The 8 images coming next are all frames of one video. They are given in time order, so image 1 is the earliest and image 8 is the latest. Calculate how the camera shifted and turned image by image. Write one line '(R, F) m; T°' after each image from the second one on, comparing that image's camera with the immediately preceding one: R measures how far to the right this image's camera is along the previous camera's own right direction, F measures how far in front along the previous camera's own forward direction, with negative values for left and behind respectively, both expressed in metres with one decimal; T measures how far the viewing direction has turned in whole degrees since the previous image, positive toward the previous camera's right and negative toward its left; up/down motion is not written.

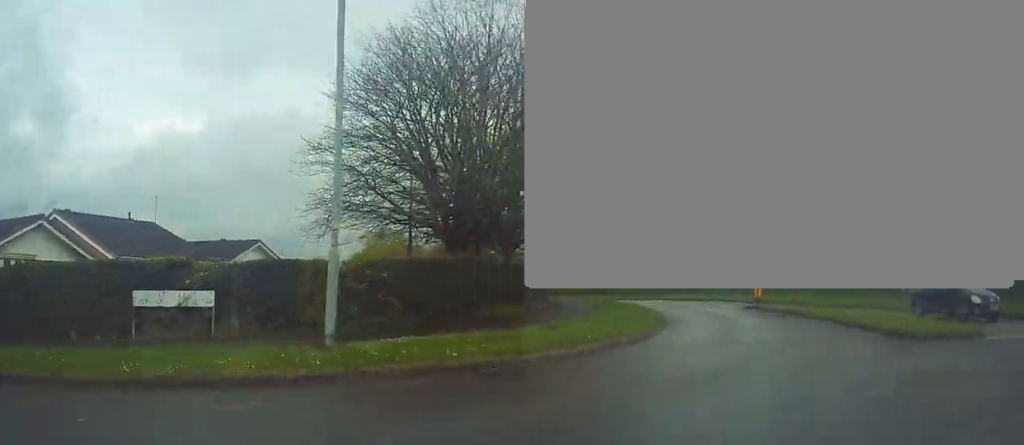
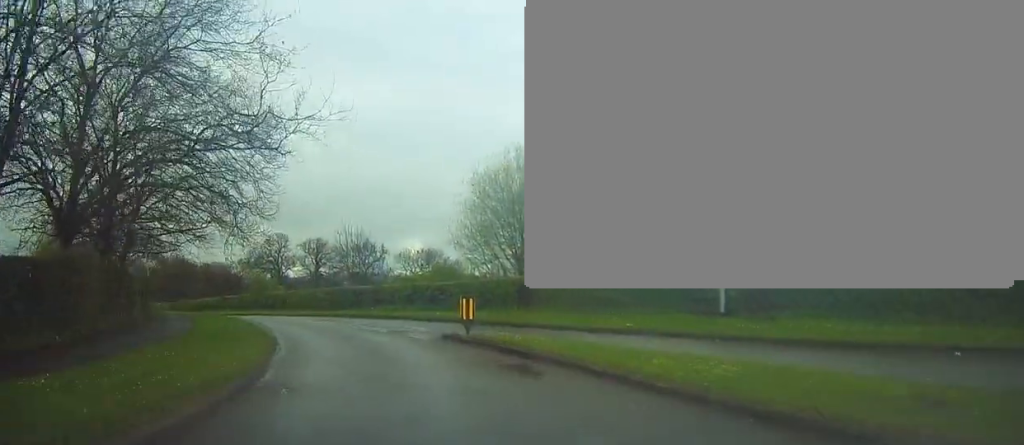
(+2.9, +10.6) m; +18°
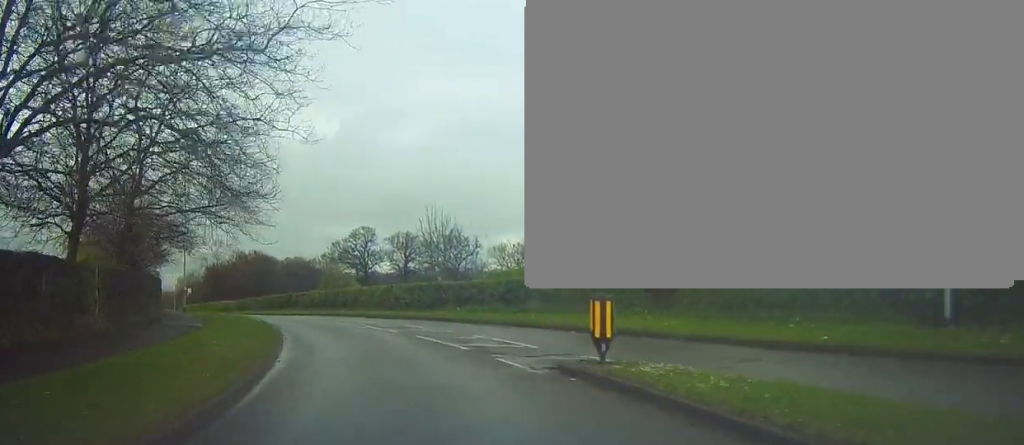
(-0.2, +6.7) m; -3°
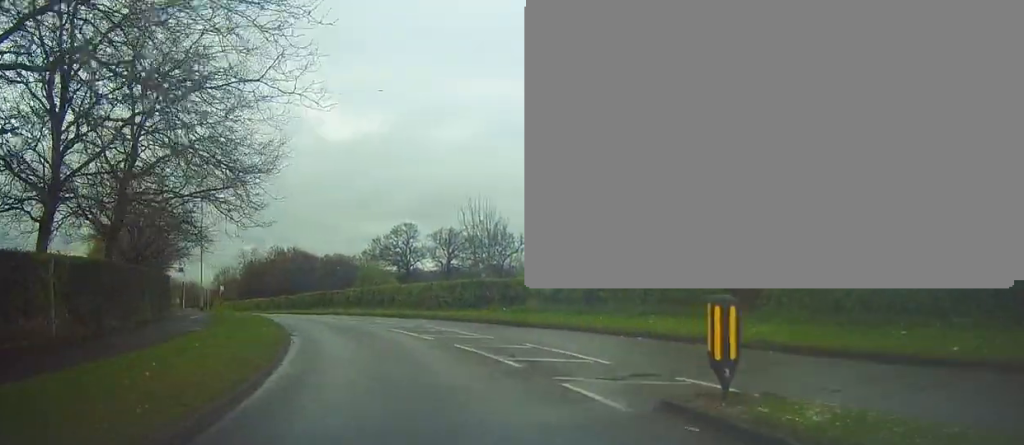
(+0.1, +3.1) m; -2°
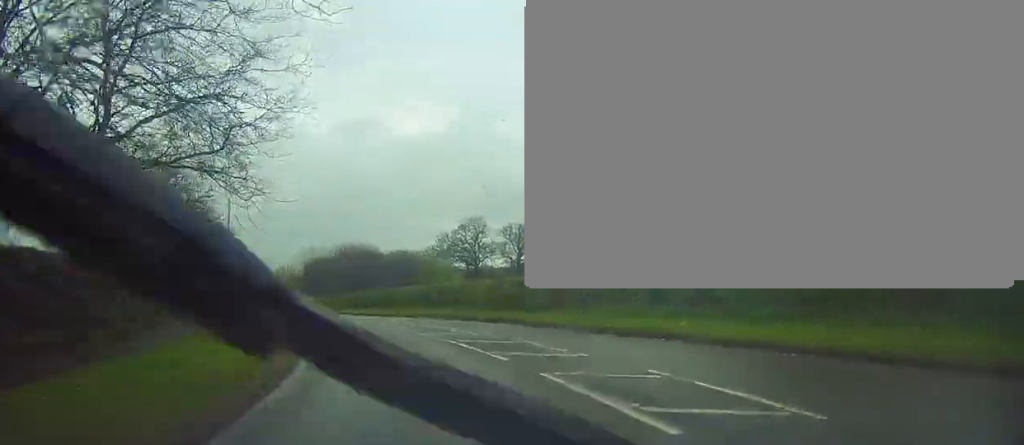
(-0.3, +4.9) m; -5°
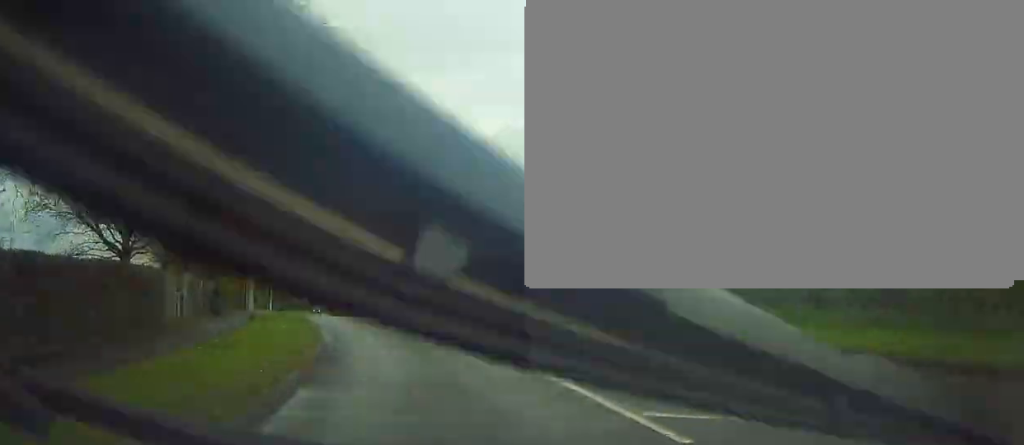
(-0.3, +5.8) m; -6°
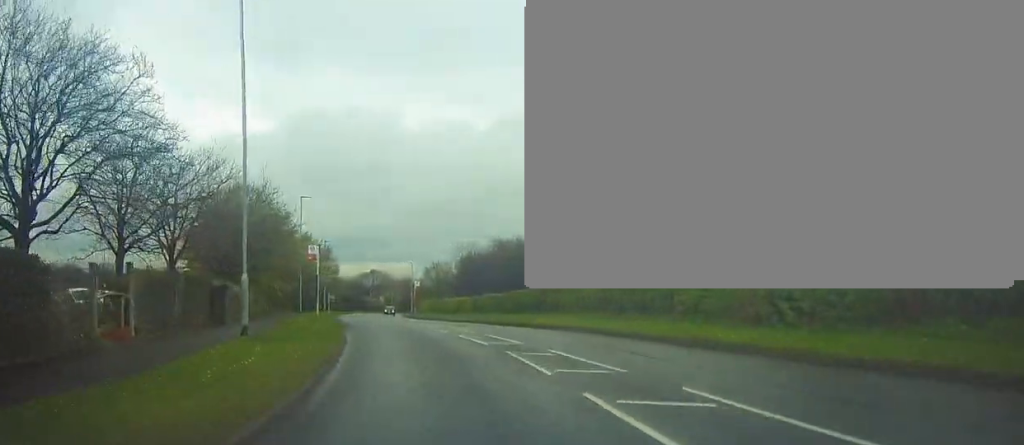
(-0.5, +7.2) m; -9°
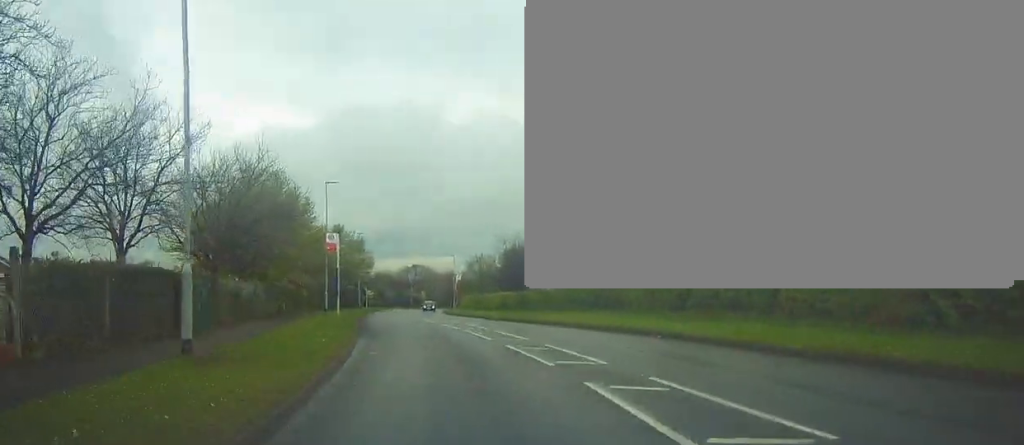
(-0.1, +4.7) m; -6°
